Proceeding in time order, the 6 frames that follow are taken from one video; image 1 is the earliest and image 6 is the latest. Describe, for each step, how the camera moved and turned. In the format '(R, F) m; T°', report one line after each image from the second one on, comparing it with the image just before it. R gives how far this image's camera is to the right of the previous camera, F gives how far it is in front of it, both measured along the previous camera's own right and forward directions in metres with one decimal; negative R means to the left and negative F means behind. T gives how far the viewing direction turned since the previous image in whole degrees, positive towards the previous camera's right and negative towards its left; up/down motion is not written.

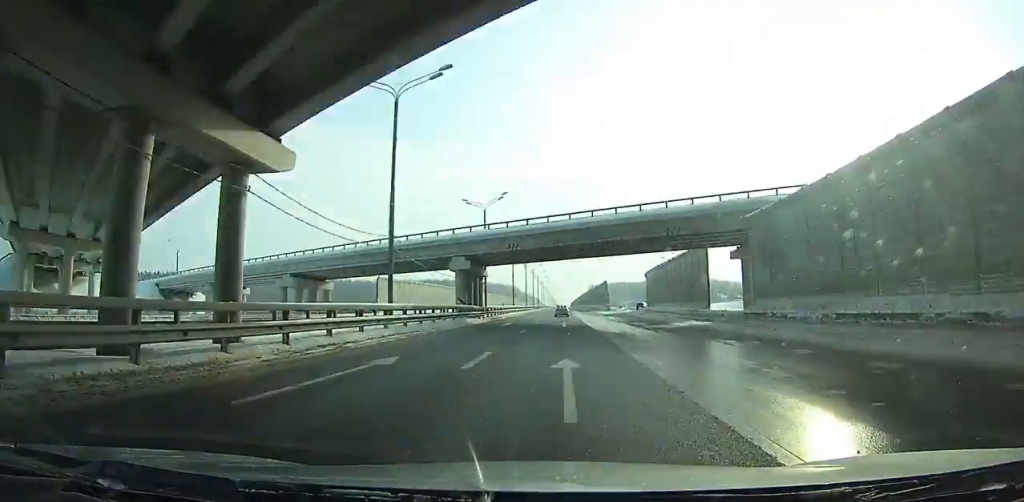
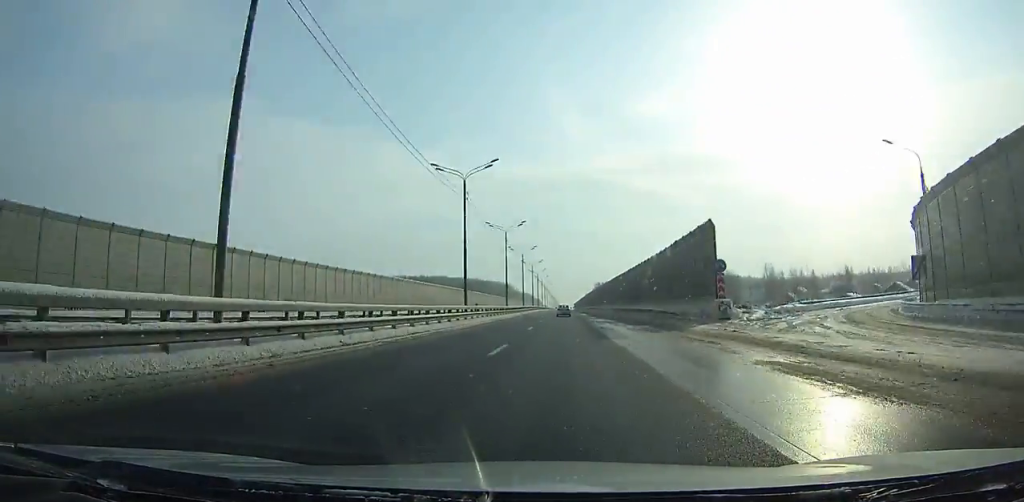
(+0.6, +92.4) m; +1°
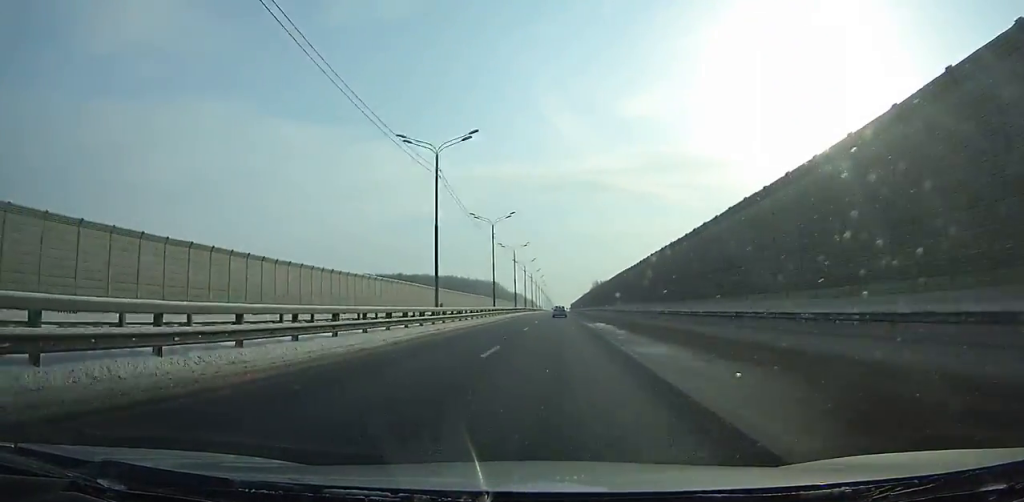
(+0.2, +49.0) m; 0°
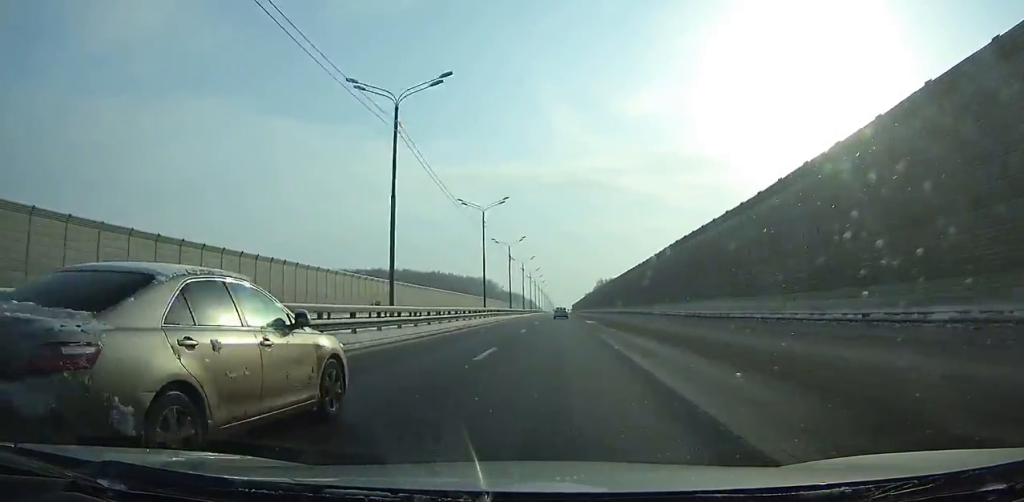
(+0.1, +49.4) m; 0°
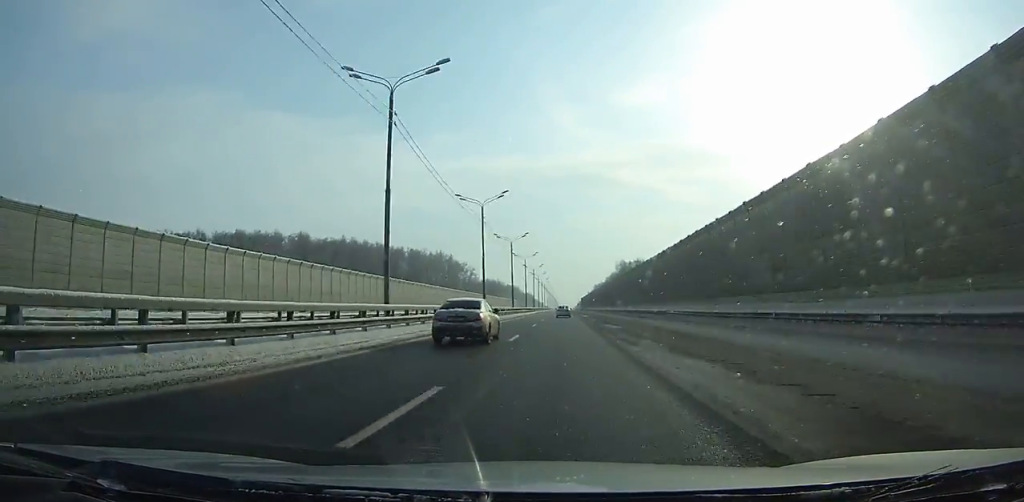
(-0.5, +152.8) m; 0°
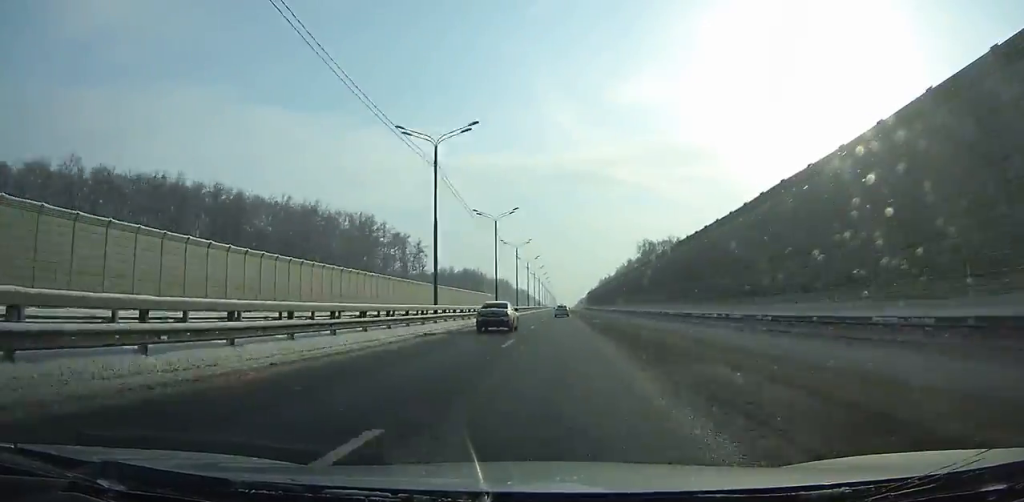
(0.0, +101.9) m; 0°
